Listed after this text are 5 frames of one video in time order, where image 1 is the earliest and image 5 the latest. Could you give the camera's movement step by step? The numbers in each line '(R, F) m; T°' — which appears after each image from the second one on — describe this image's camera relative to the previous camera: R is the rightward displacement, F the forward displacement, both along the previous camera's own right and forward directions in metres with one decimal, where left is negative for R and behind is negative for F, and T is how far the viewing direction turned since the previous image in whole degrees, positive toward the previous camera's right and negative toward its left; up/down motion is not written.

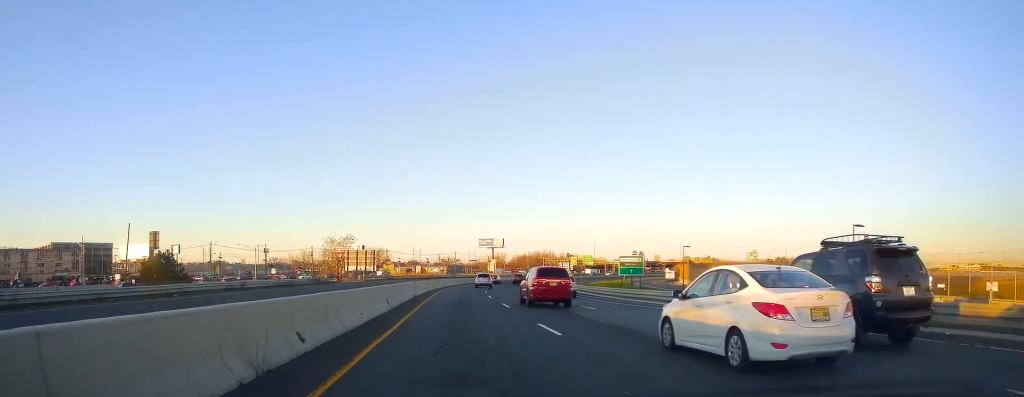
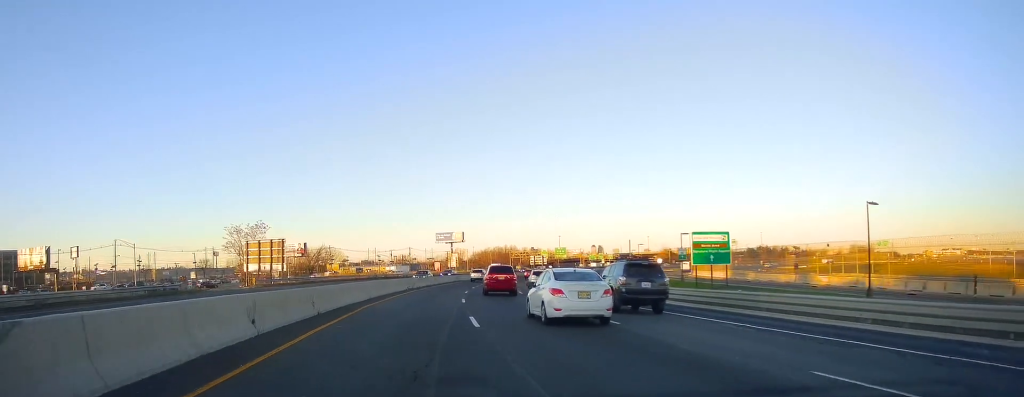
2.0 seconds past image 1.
(0.0, +33.4) m; +2°
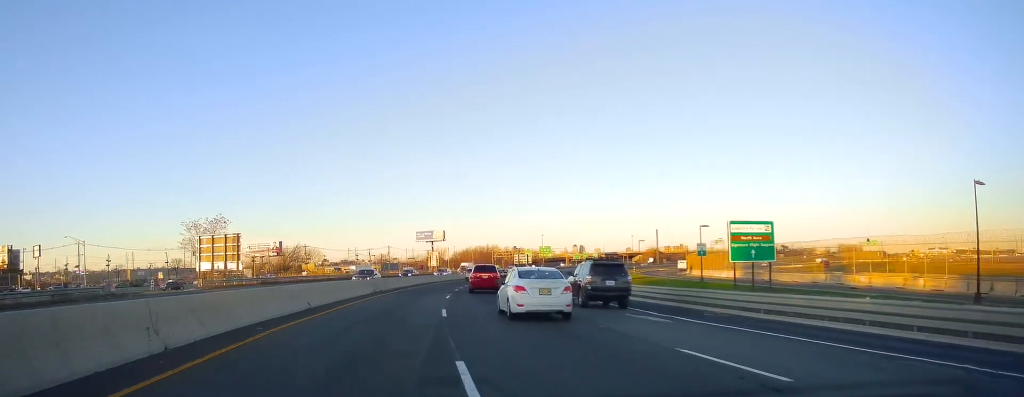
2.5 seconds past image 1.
(-0.2, +8.6) m; +1°
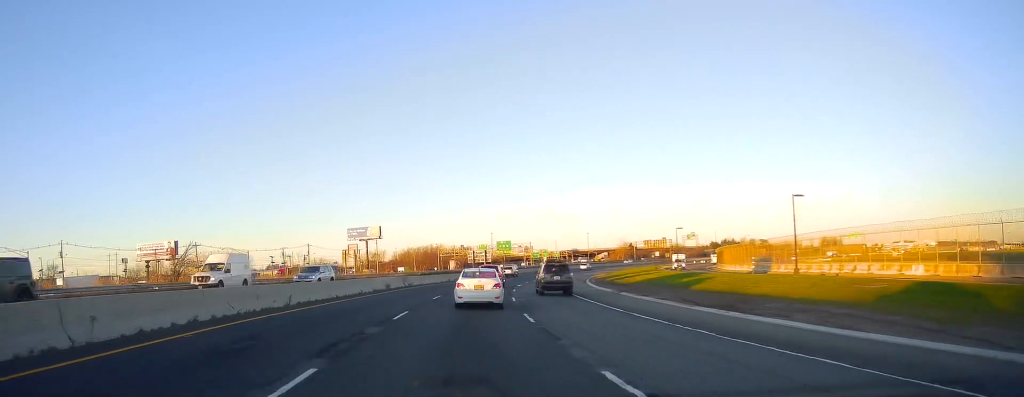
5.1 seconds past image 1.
(+4.2, +47.0) m; +7°
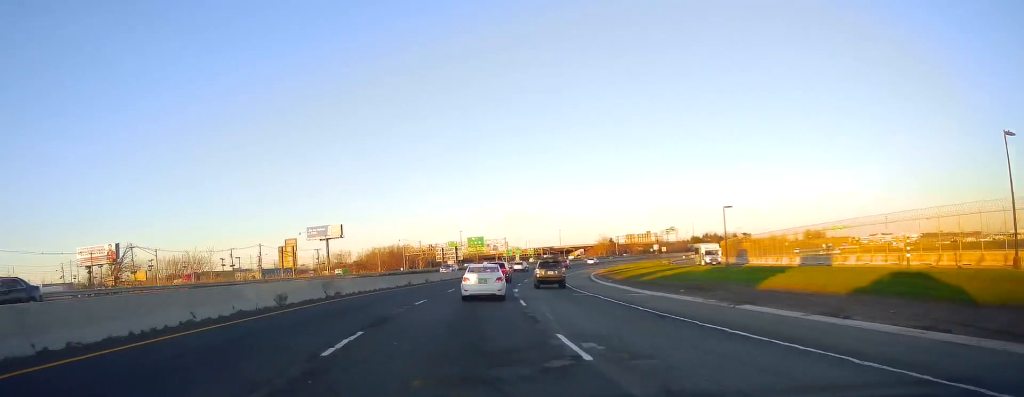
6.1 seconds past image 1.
(+0.3, +19.3) m; +3°
